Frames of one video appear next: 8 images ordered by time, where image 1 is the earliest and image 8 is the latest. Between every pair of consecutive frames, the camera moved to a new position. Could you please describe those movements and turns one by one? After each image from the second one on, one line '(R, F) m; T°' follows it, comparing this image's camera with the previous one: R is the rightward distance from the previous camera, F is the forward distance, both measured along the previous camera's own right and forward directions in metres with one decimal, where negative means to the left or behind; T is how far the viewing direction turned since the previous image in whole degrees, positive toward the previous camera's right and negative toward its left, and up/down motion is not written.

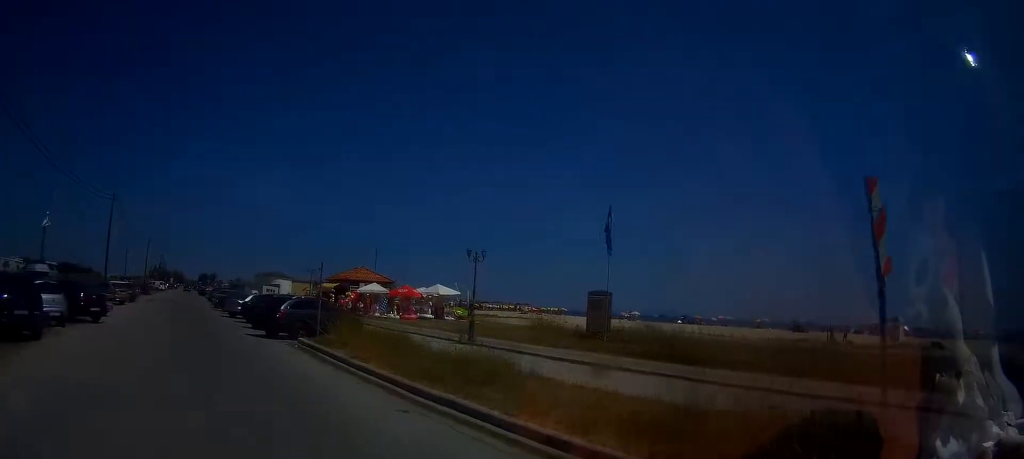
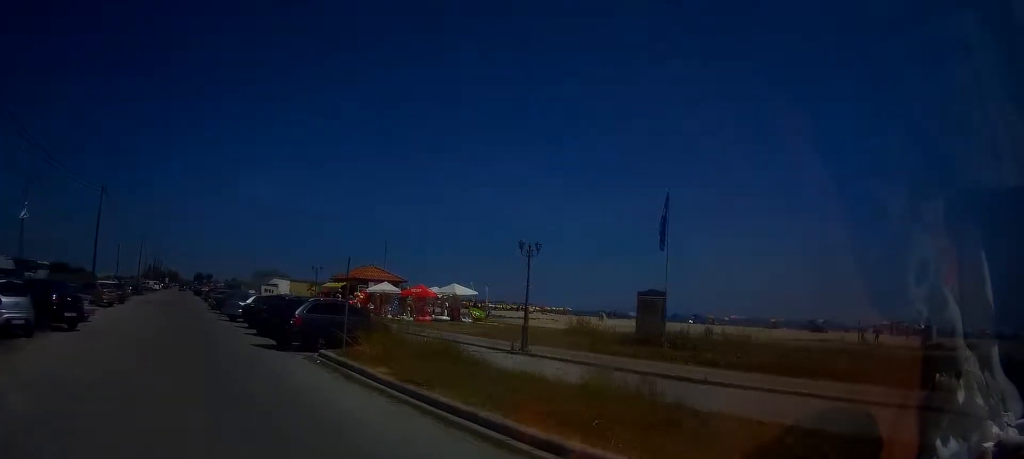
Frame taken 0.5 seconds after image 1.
(0.0, +3.9) m; 0°
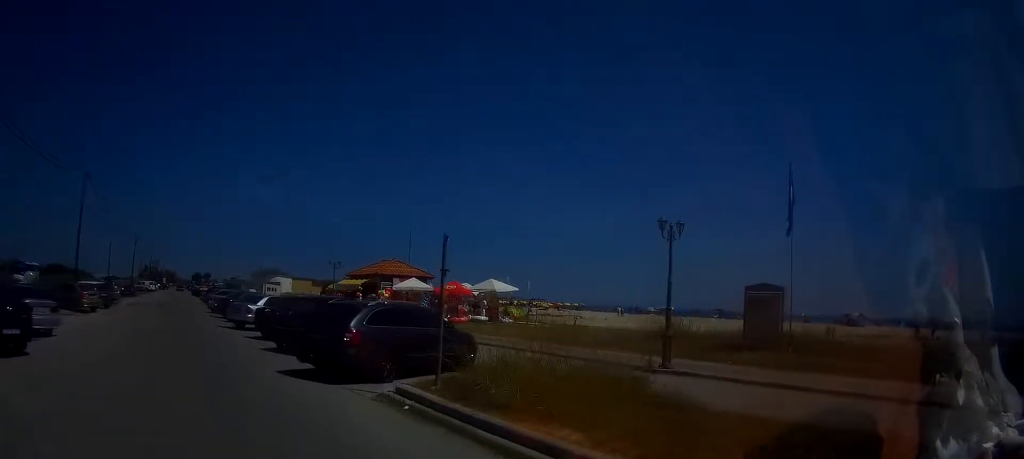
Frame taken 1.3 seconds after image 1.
(0.0, +6.1) m; 0°
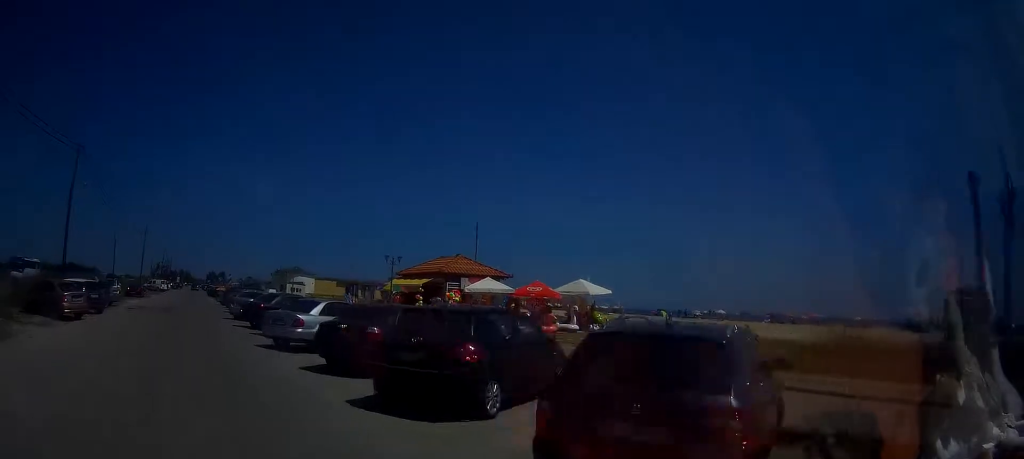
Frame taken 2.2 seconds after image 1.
(0.0, +7.8) m; +1°
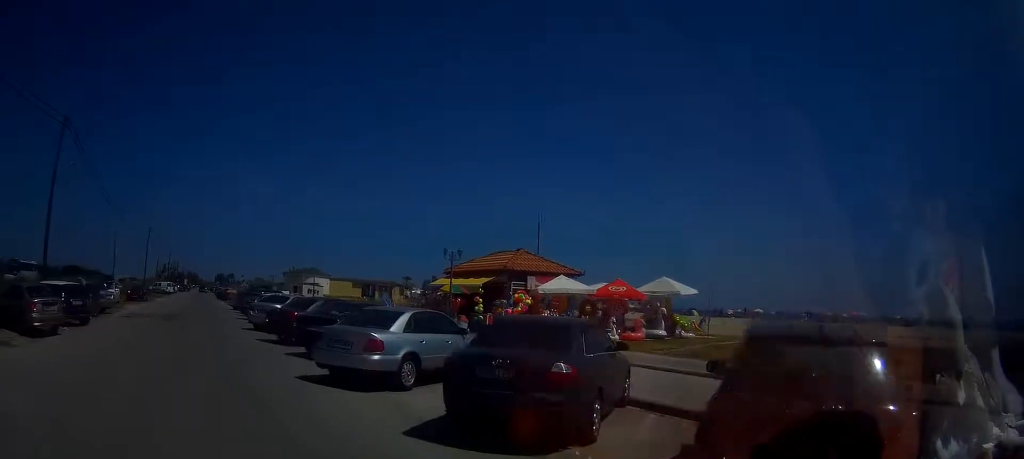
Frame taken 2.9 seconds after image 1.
(+0.1, +5.8) m; +1°
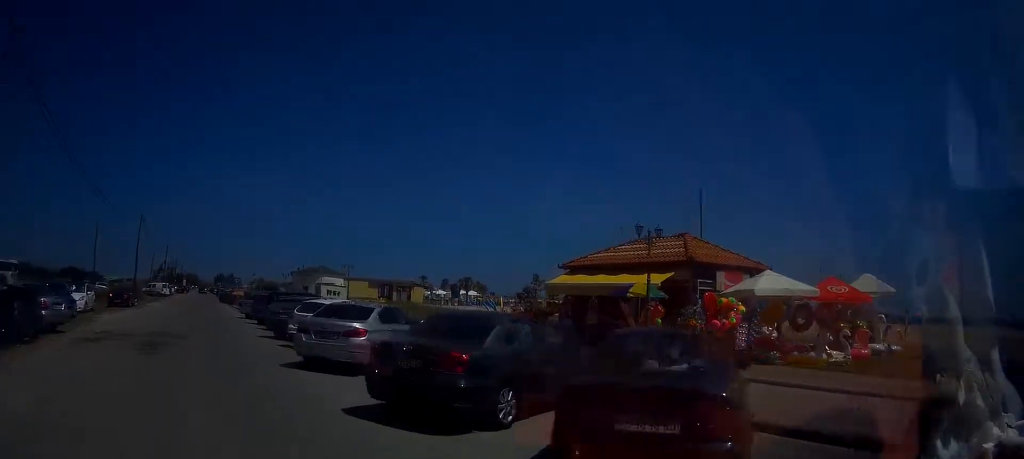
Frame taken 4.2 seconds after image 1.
(+0.2, +10.9) m; 0°
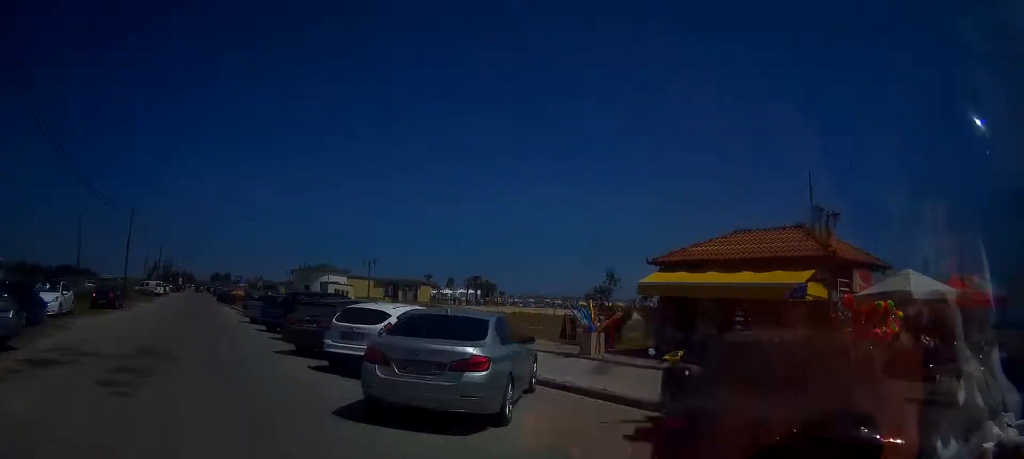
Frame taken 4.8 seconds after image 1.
(-0.1, +5.2) m; 0°
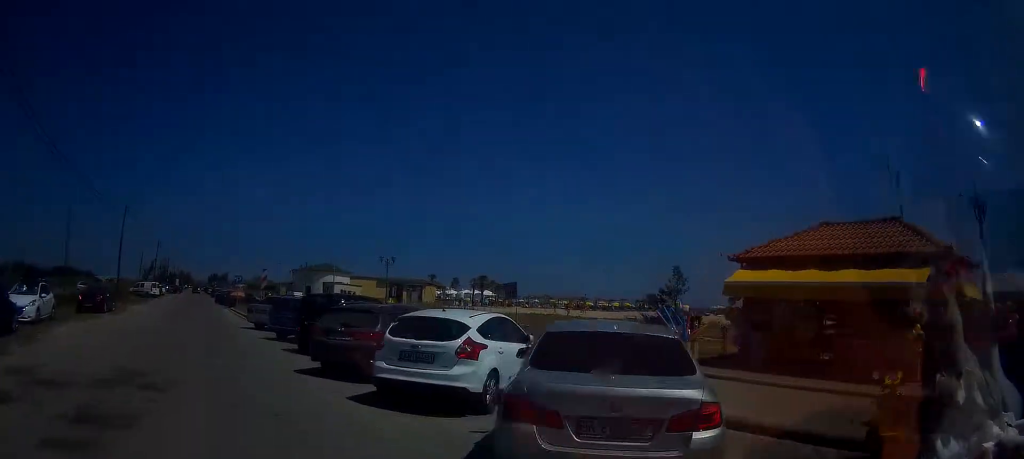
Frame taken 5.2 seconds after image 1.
(-0.1, +3.5) m; 0°
